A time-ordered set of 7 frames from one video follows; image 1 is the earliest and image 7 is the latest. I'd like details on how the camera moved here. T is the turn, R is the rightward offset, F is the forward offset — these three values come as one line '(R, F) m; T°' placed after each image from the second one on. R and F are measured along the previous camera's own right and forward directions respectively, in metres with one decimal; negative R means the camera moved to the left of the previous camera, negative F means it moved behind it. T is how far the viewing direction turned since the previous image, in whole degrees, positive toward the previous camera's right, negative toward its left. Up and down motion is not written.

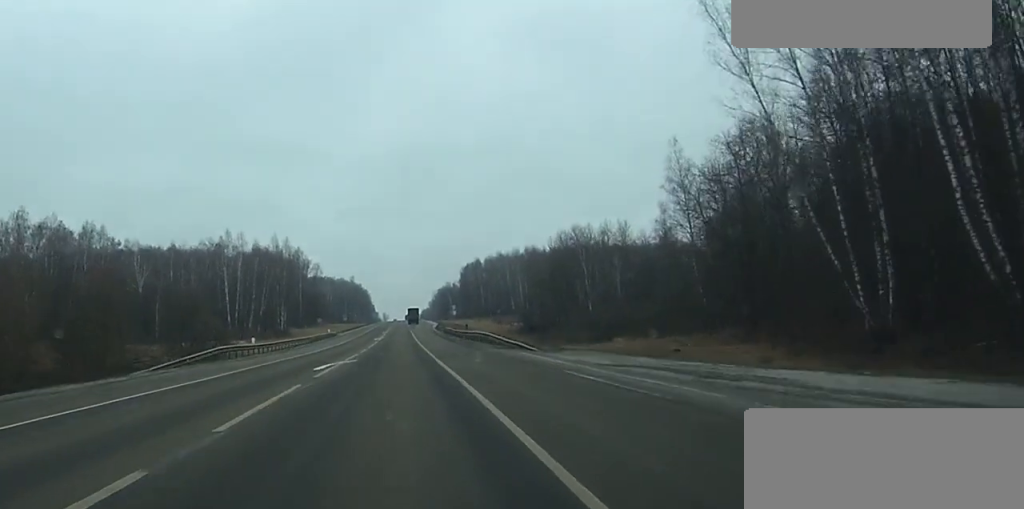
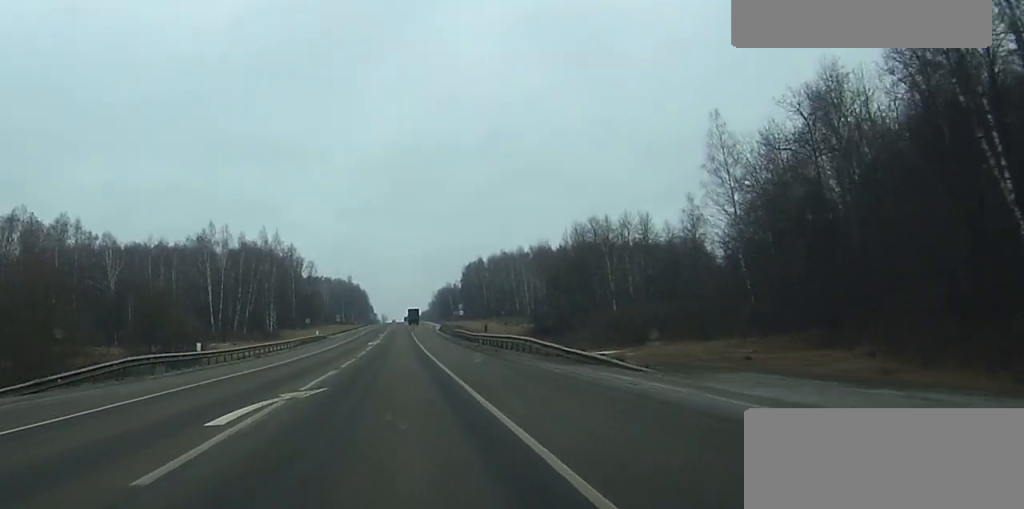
(0.0, +15.5) m; 0°
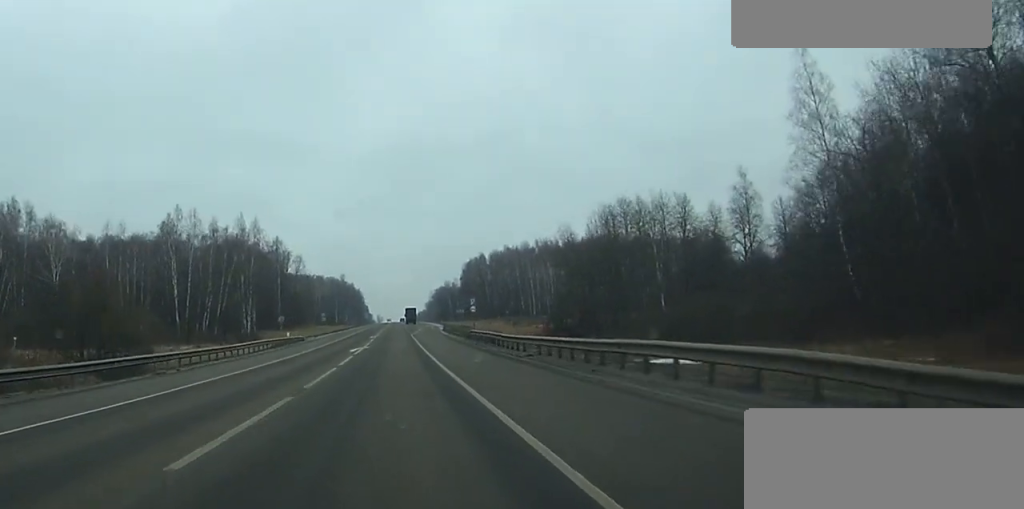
(0.0, +23.2) m; 0°
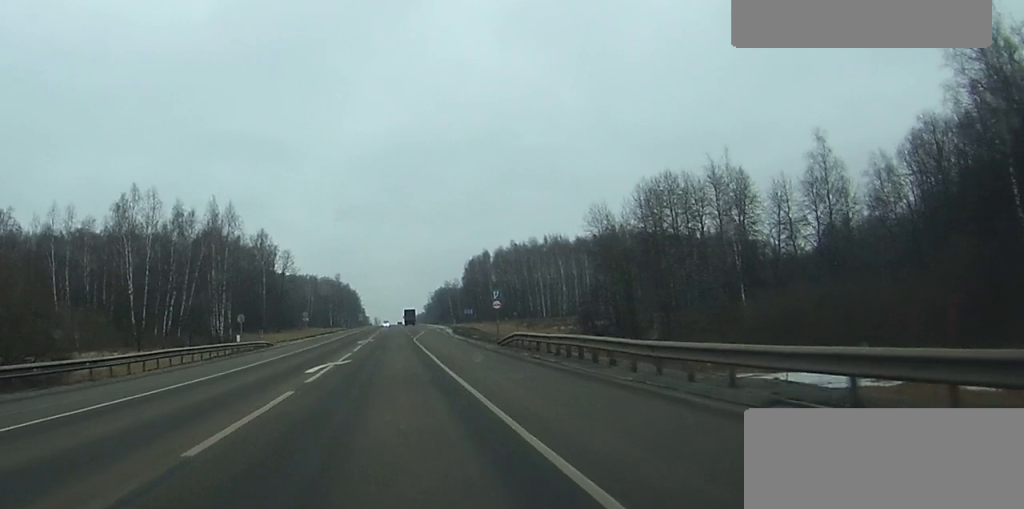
(0.0, +23.0) m; 0°
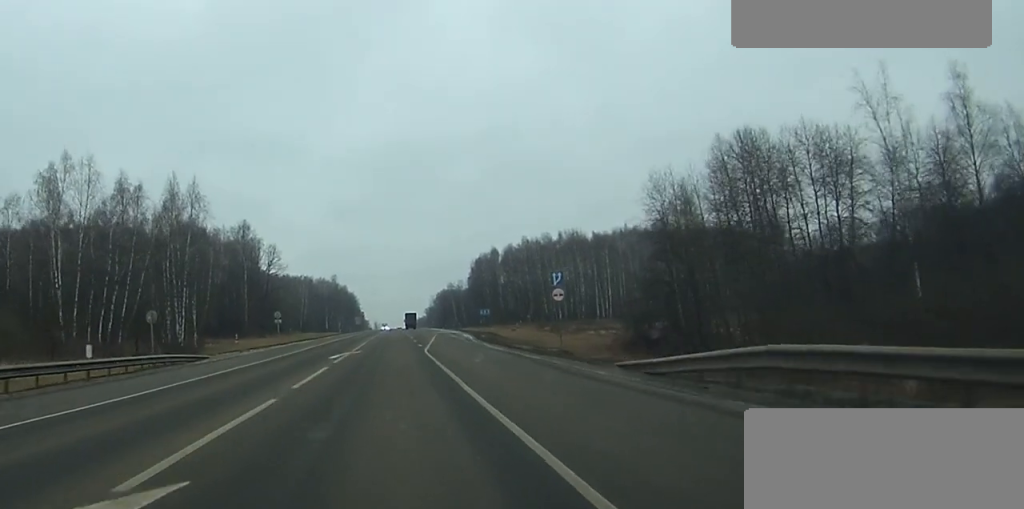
(0.0, +25.9) m; 0°
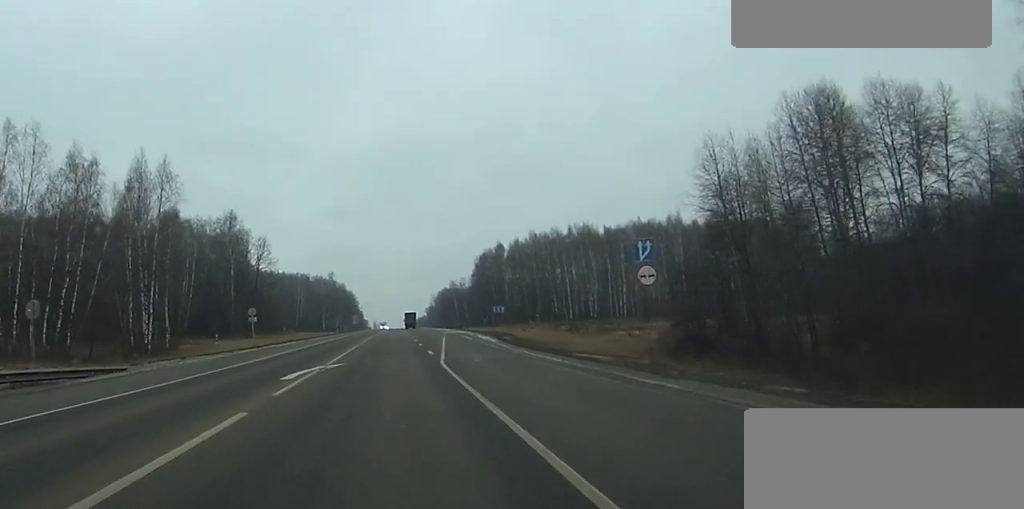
(0.0, +15.2) m; 0°
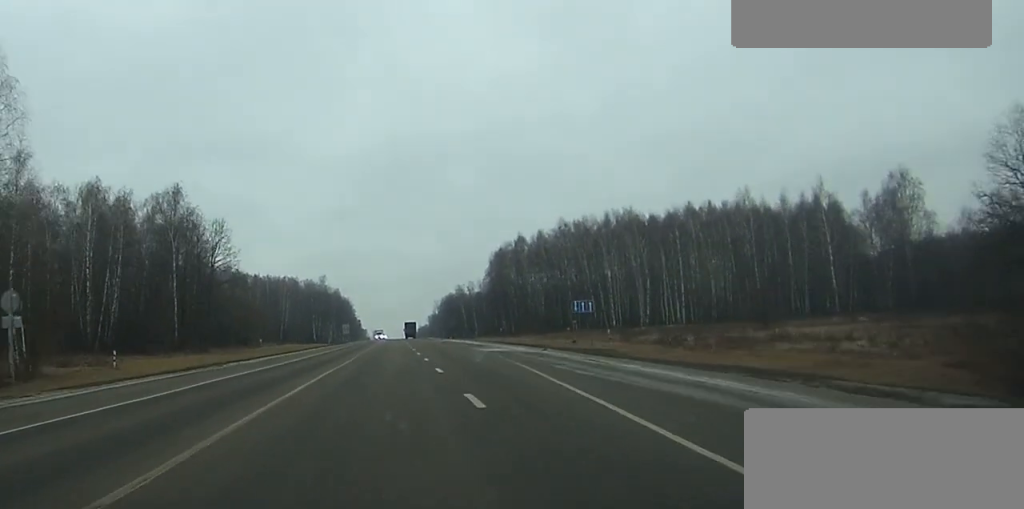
(+0.1, +44.9) m; +1°
